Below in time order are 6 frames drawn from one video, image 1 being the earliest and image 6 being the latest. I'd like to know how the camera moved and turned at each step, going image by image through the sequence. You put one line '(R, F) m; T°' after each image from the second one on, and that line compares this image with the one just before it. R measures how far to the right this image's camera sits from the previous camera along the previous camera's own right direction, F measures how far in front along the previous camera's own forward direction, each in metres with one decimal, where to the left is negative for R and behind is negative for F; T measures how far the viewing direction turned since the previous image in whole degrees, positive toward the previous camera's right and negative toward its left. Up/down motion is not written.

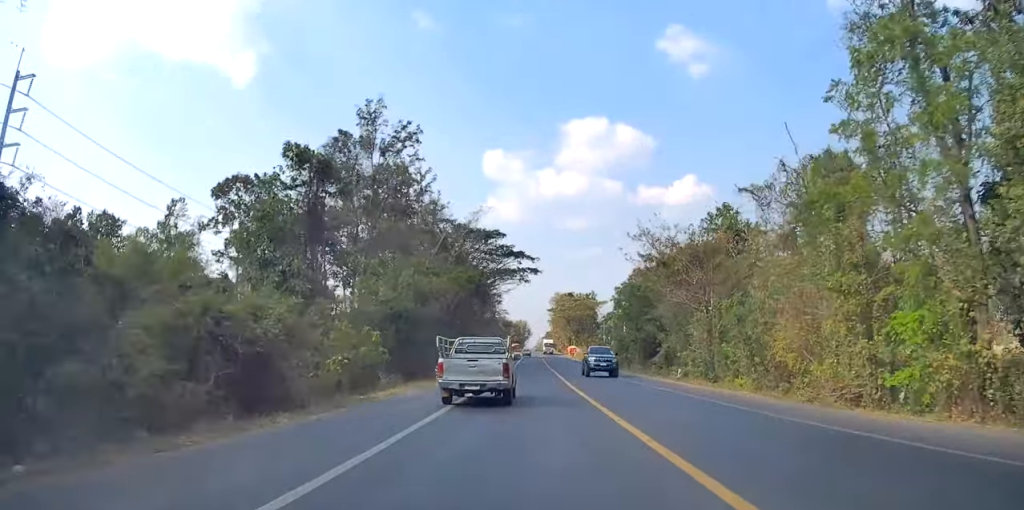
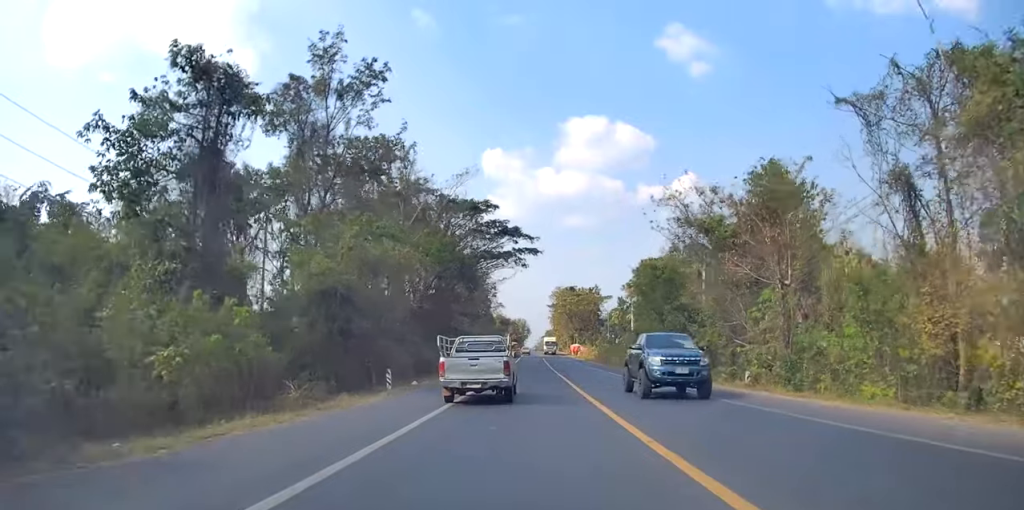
(+0.2, +11.7) m; +1°
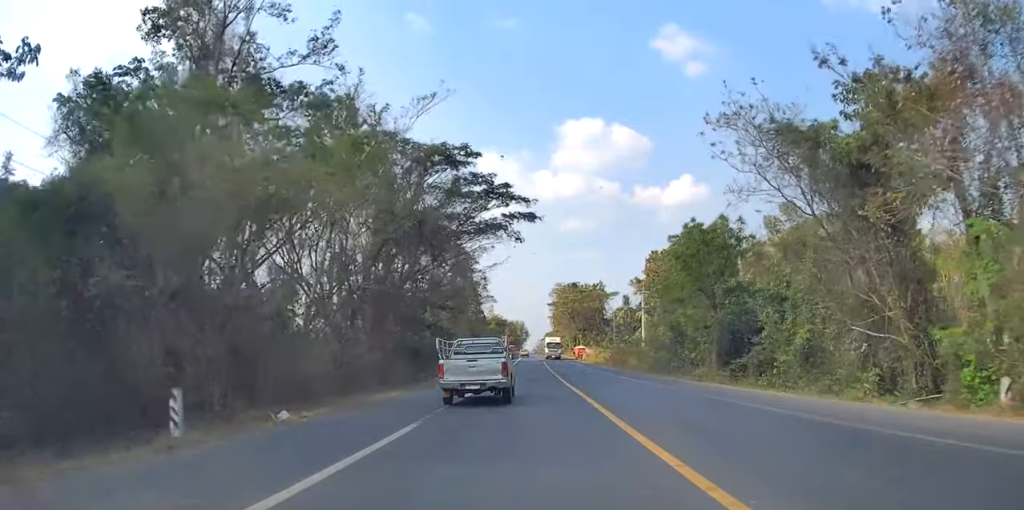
(+0.4, +15.1) m; 0°
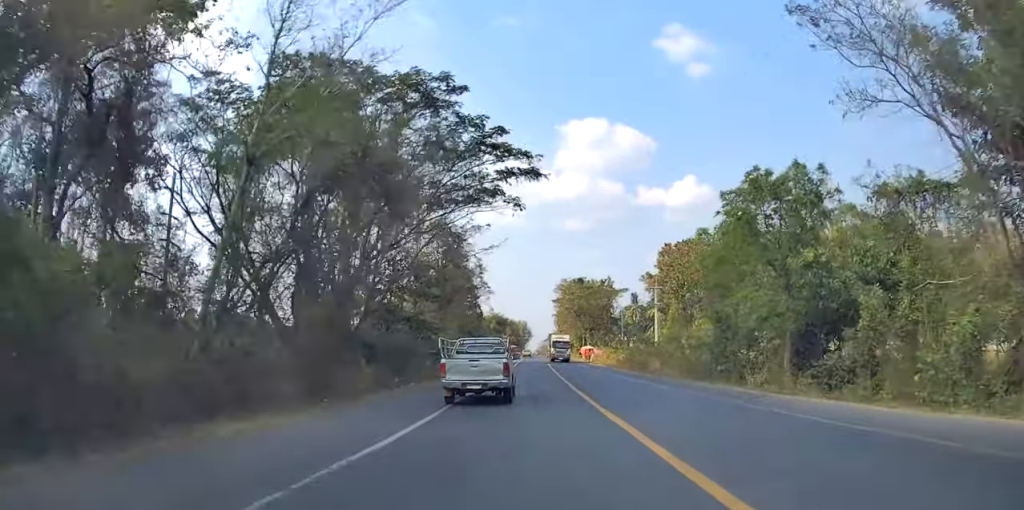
(-0.4, +10.3) m; -1°
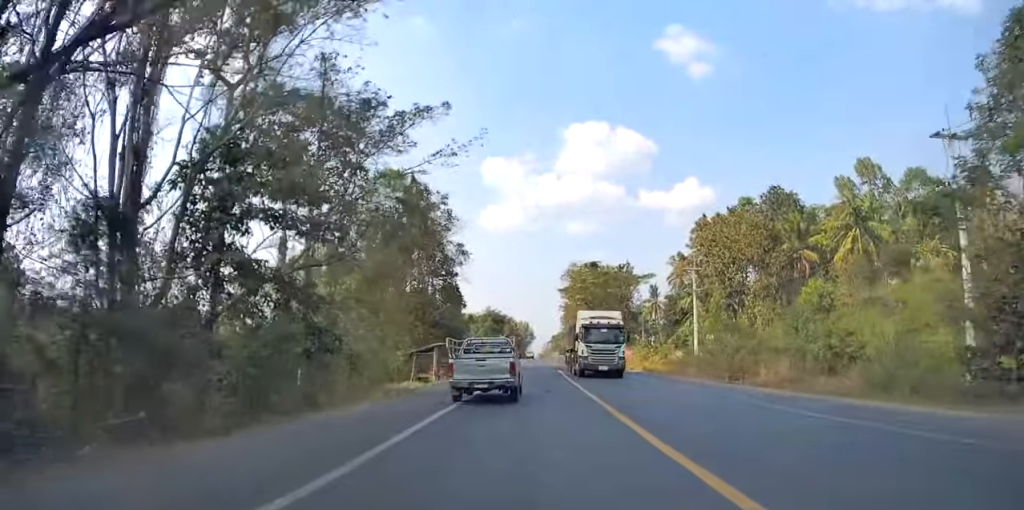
(-0.3, +25.7) m; 0°
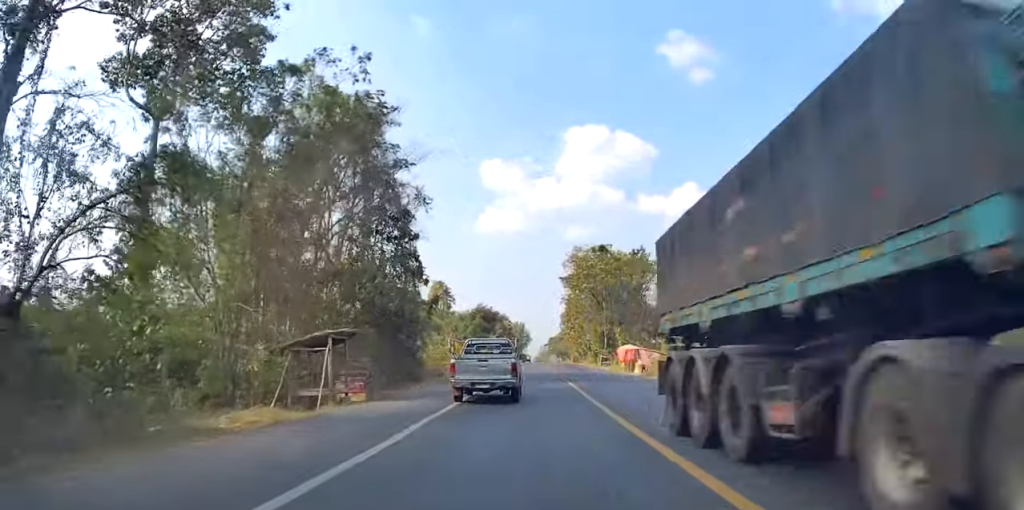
(+0.1, +18.7) m; +2°
